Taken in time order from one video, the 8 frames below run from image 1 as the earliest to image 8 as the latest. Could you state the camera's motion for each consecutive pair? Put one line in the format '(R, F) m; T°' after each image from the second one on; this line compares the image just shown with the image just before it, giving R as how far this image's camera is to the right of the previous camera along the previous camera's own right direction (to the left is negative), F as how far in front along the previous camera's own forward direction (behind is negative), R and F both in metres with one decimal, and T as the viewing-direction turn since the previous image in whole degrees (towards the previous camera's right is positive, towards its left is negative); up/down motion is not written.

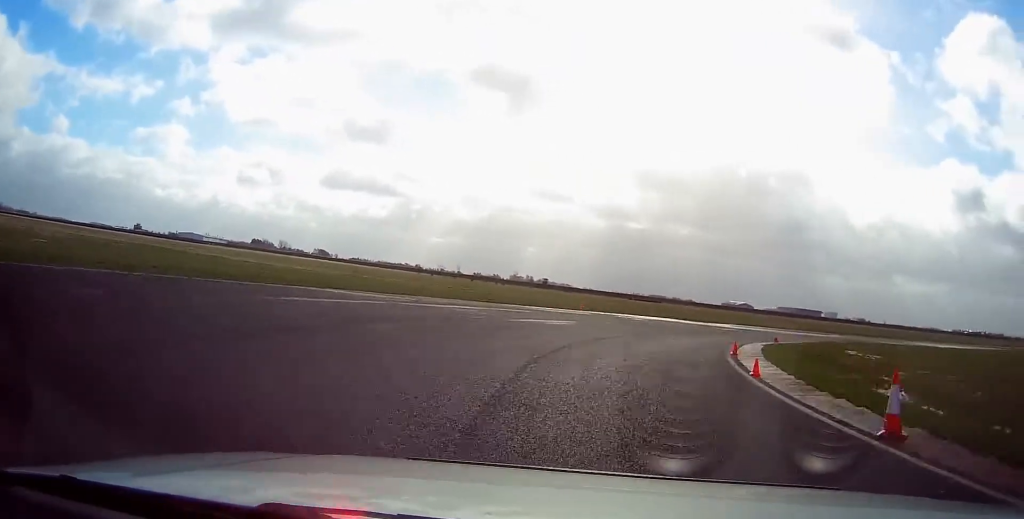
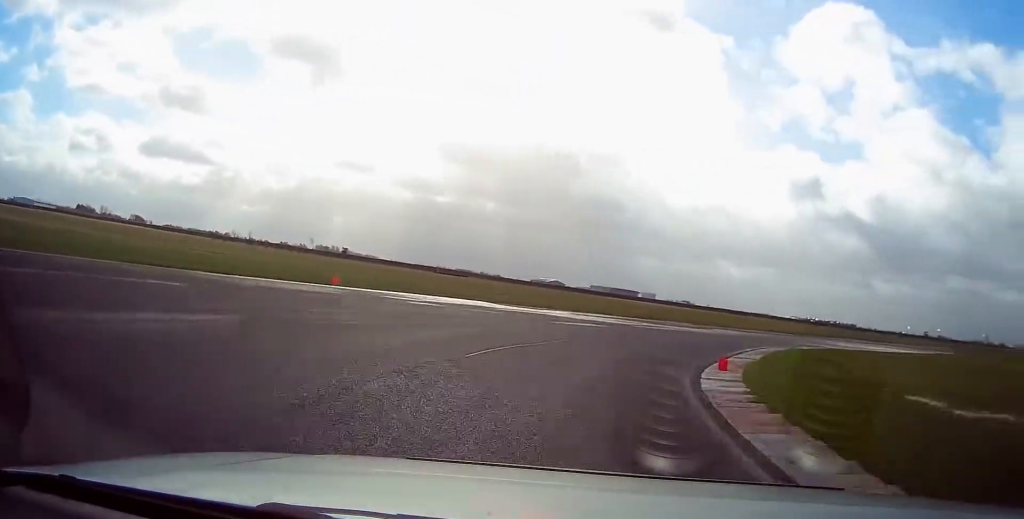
(+1.6, +16.8) m; +14°
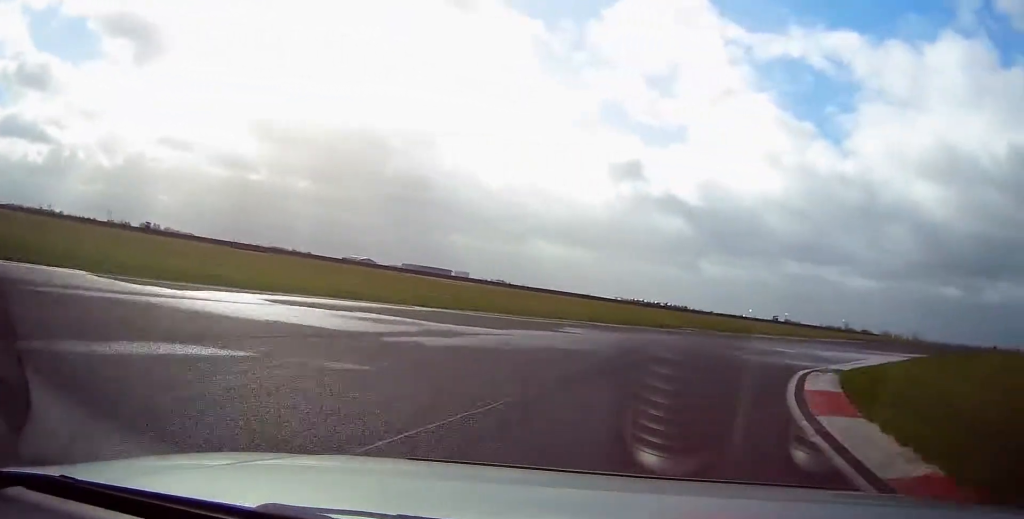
(+3.1, +17.8) m; +15°
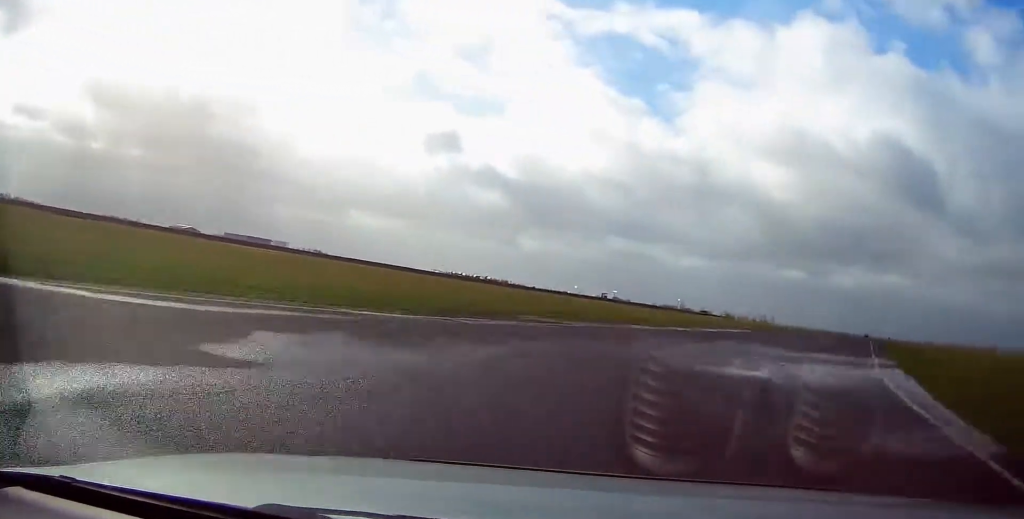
(+1.1, +13.2) m; +11°
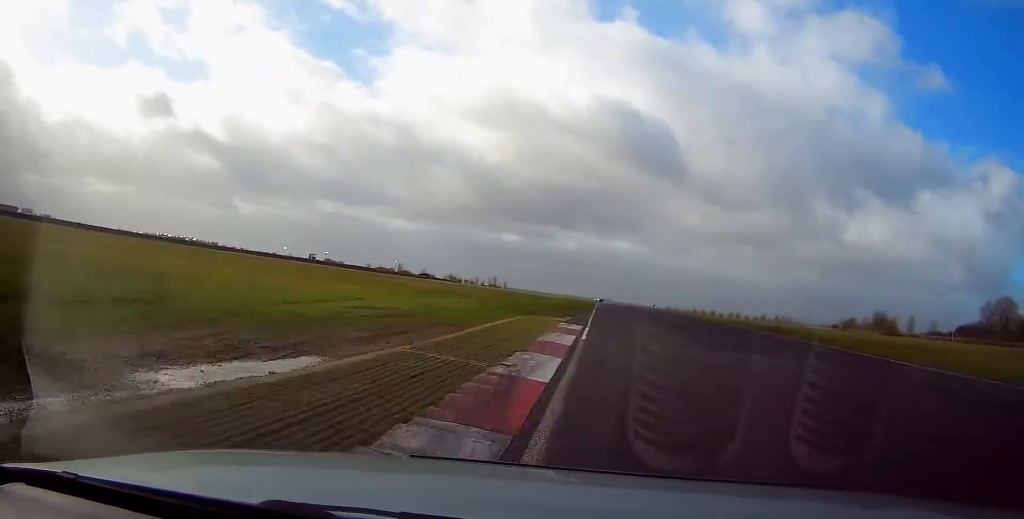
(+9.0, +34.2) m; +25°
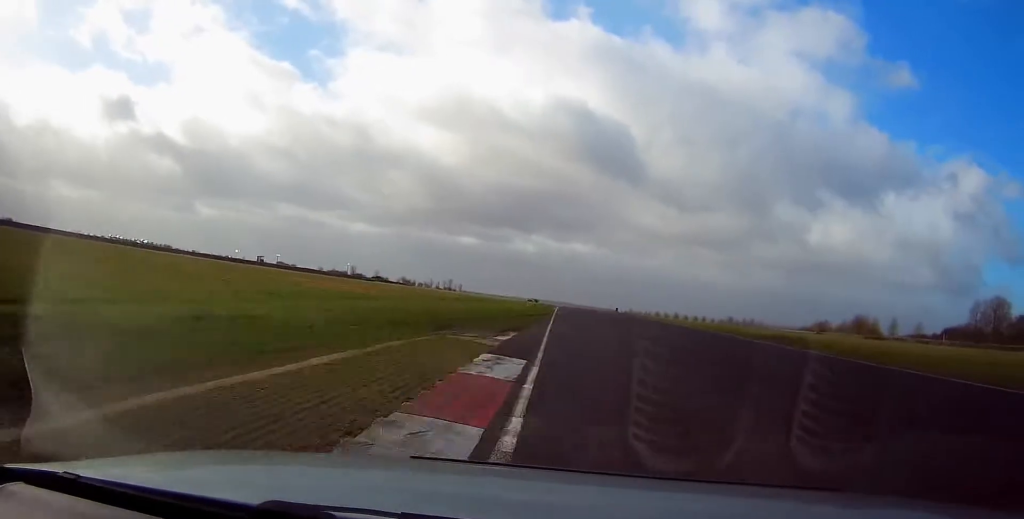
(+0.9, +13.3) m; +5°
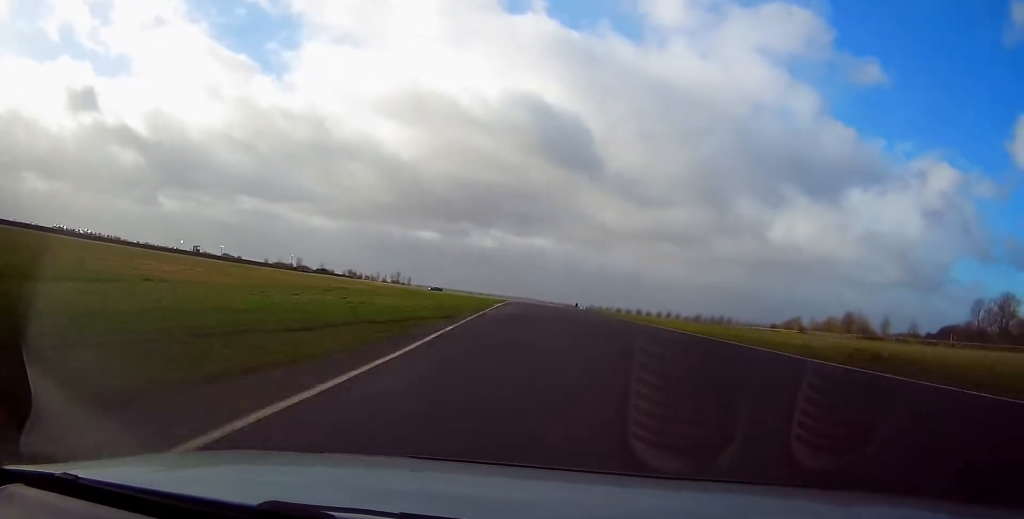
(+0.8, +20.7) m; +4°
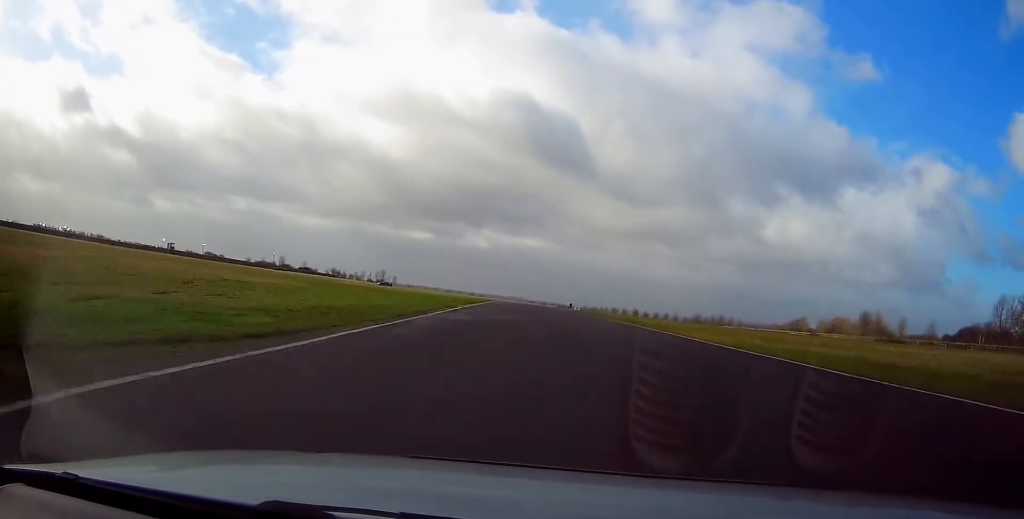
(+0.4, +15.0) m; 0°
